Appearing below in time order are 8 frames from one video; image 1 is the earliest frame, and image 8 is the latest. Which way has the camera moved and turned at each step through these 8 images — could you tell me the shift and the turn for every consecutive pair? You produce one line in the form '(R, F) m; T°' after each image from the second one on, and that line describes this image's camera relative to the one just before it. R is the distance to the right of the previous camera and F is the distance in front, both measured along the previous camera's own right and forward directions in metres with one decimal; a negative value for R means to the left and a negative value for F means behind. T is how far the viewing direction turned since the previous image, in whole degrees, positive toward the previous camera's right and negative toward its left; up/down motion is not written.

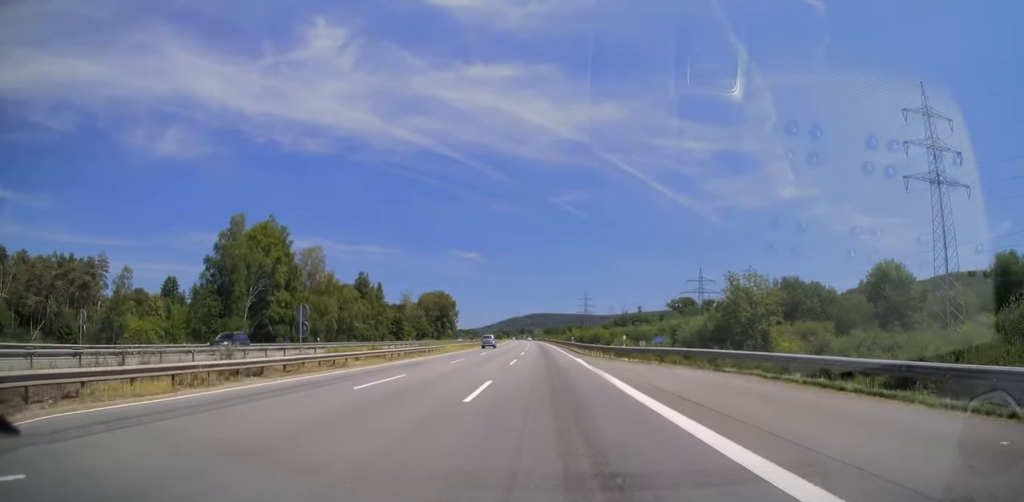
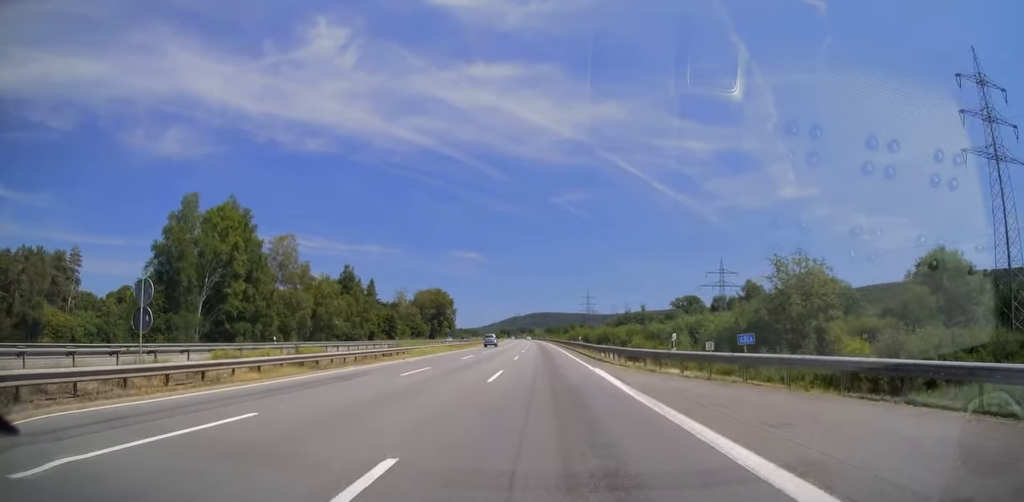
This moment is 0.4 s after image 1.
(-0.1, +12.3) m; 0°
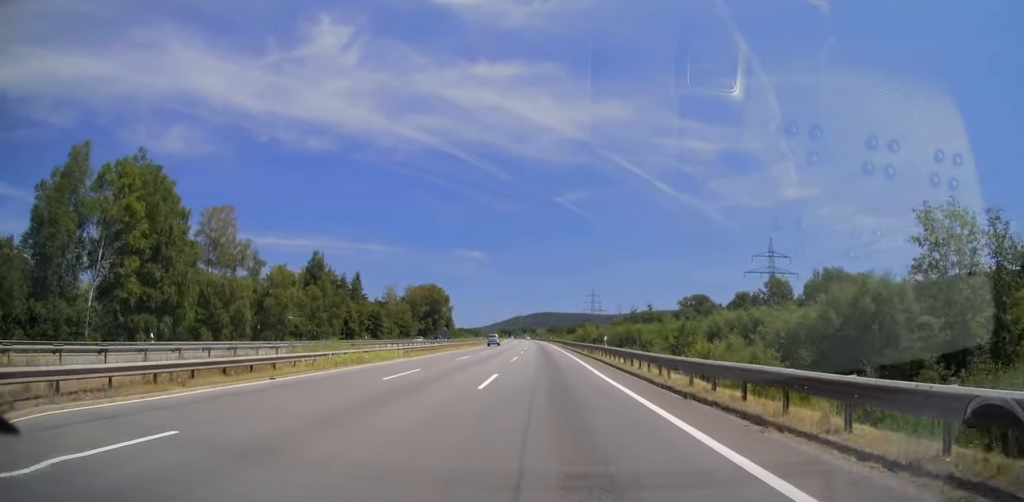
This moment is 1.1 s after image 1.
(+0.2, +20.7) m; -1°
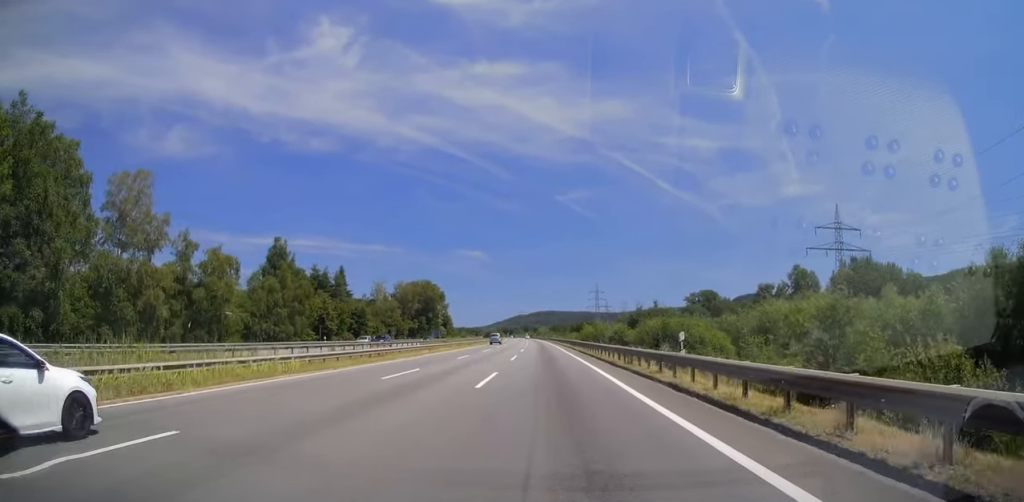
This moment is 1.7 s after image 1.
(0.0, +18.2) m; -1°
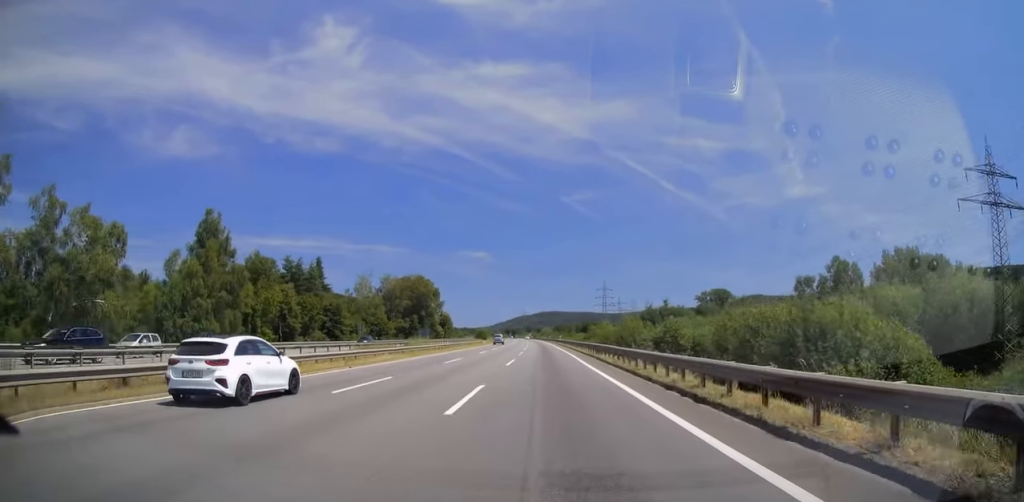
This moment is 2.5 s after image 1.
(-0.6, +23.2) m; -1°
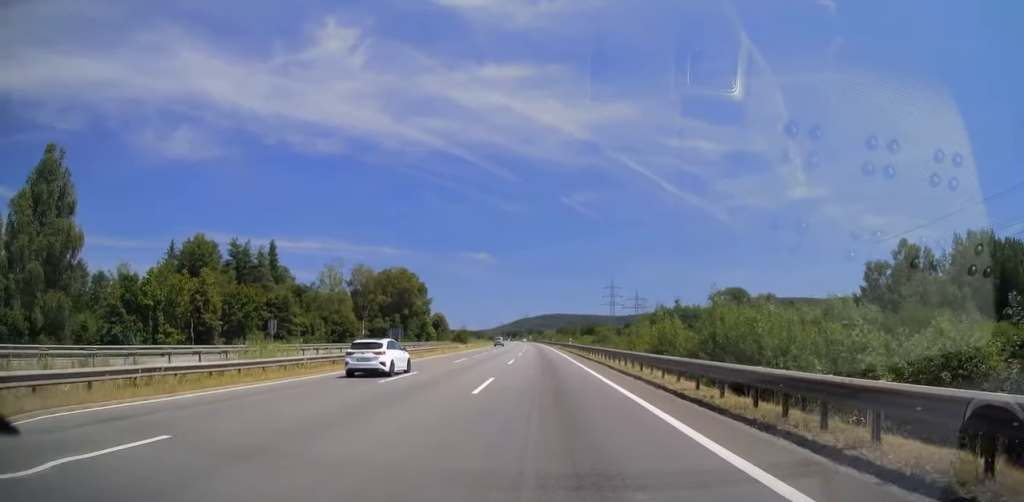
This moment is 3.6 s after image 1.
(+0.4, +31.6) m; +1°
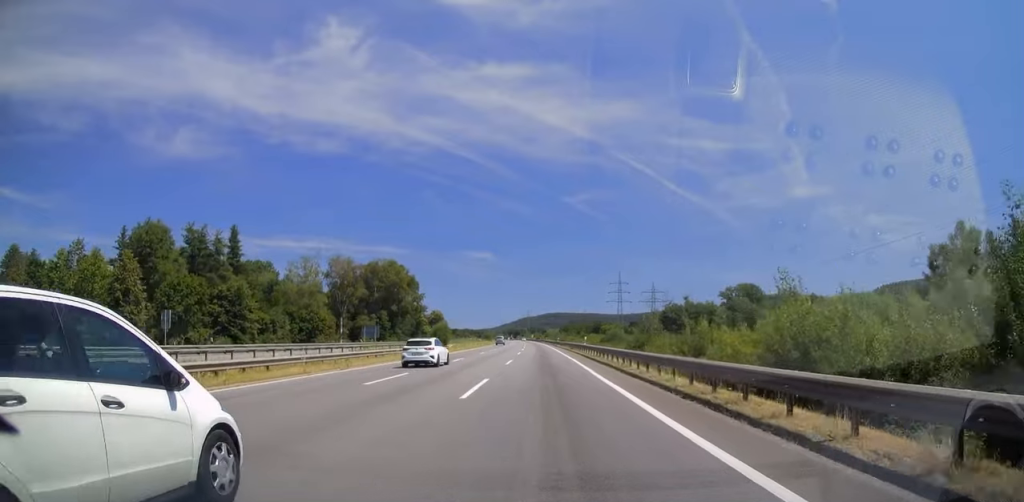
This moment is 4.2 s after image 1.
(0.0, +19.8) m; -1°
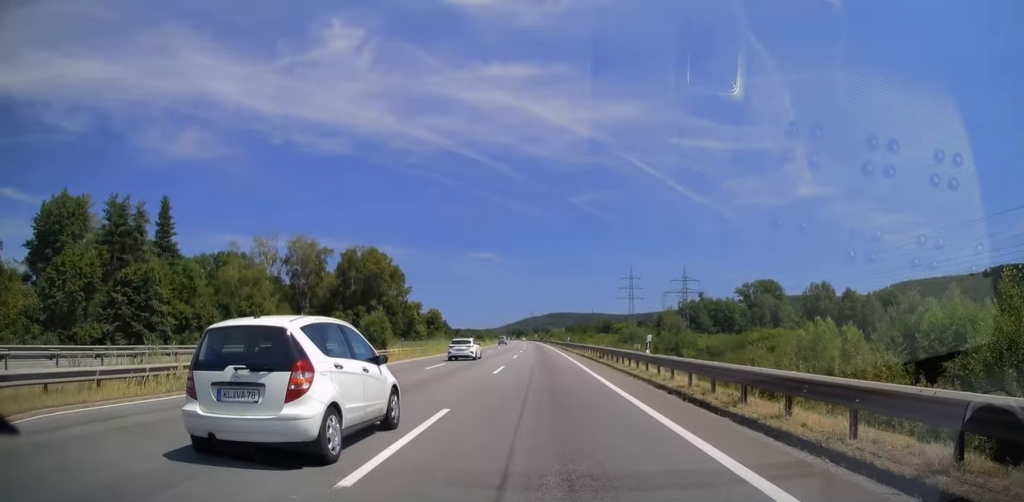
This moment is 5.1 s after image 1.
(-0.3, +26.1) m; -1°
